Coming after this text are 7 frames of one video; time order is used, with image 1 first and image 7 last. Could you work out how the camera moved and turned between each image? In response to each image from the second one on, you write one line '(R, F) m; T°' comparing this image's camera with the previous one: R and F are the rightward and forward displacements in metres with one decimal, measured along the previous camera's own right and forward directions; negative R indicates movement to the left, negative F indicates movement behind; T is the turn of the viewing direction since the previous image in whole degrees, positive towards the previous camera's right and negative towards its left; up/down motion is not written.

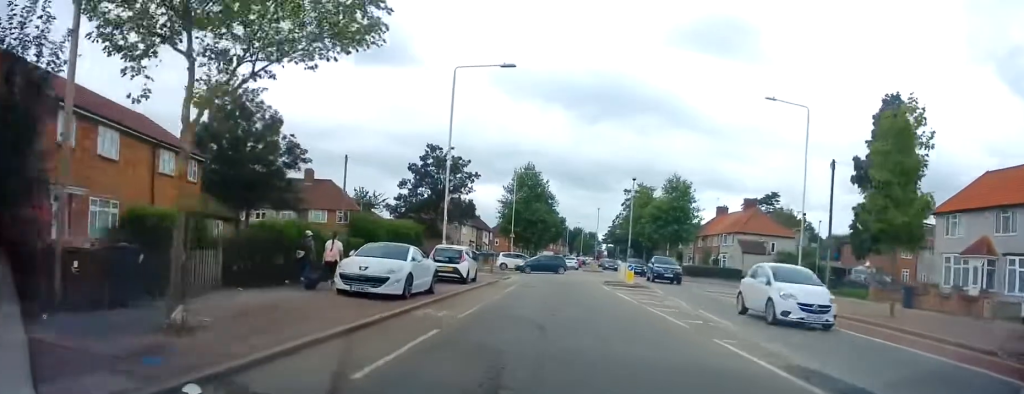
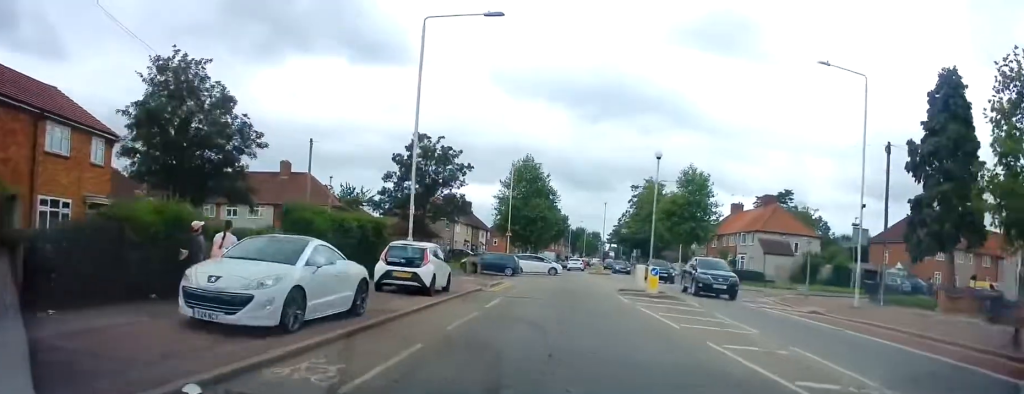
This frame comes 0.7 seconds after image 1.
(0.0, +6.4) m; +1°
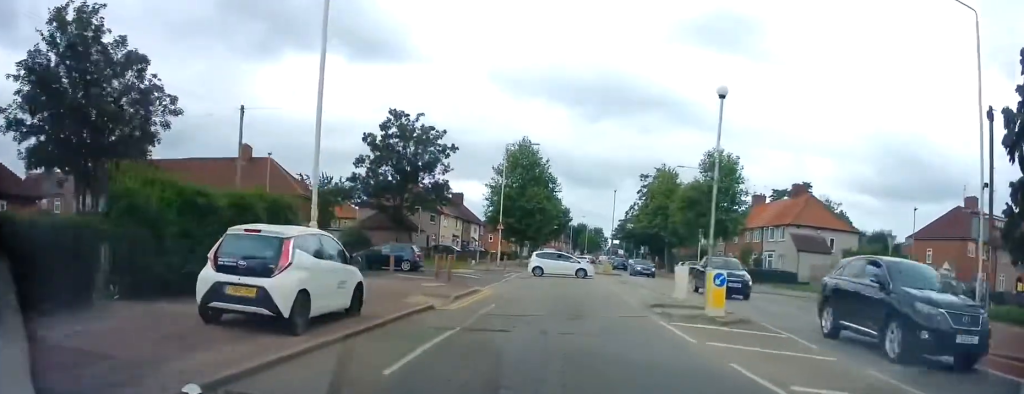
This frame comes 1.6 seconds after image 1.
(+0.2, +8.2) m; 0°
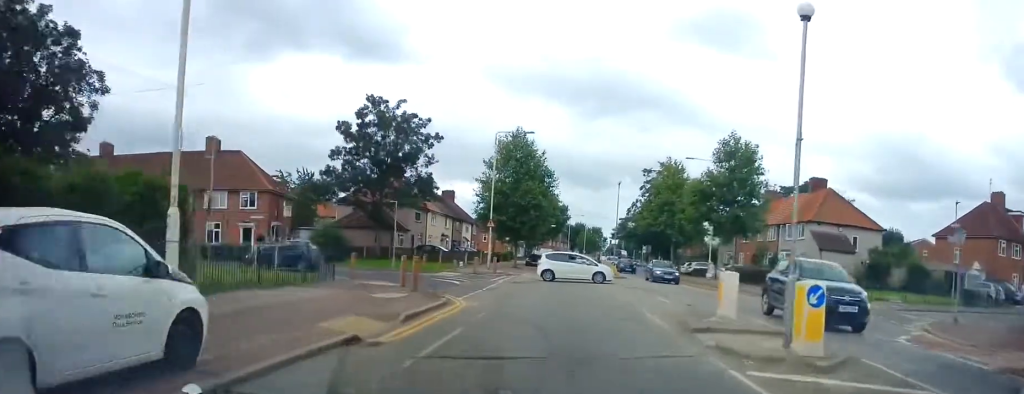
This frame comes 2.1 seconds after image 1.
(+0.2, +5.0) m; -1°
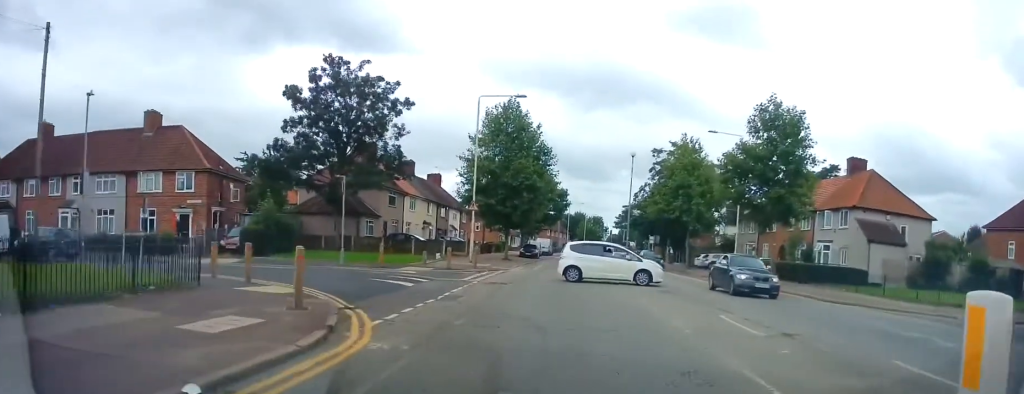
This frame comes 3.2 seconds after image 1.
(-0.5, +7.8) m; 0°
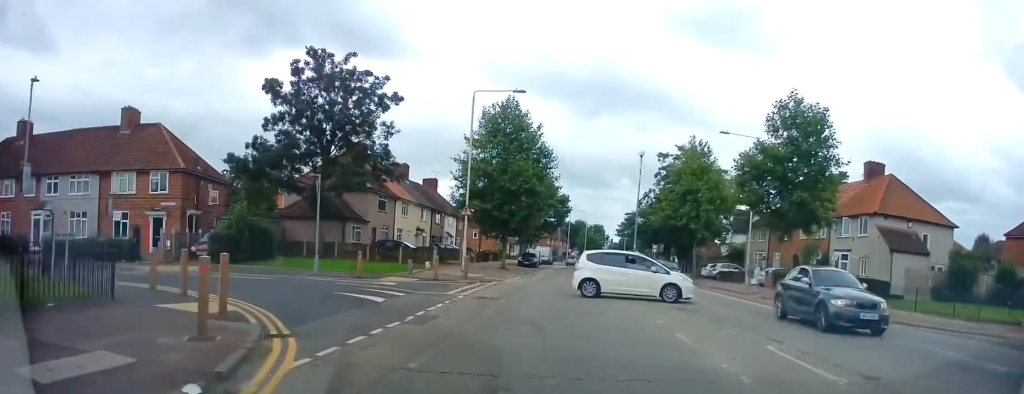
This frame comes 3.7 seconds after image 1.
(+0.2, +2.9) m; +1°
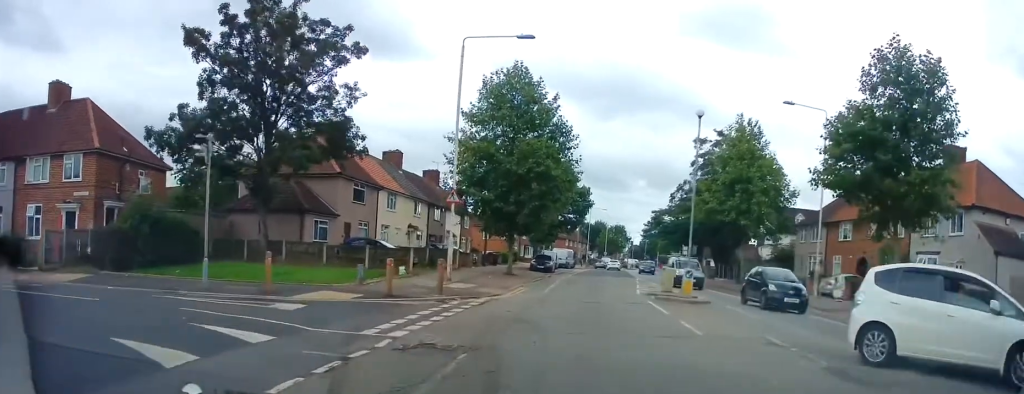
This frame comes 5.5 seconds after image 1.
(-0.1, +9.3) m; -3°
